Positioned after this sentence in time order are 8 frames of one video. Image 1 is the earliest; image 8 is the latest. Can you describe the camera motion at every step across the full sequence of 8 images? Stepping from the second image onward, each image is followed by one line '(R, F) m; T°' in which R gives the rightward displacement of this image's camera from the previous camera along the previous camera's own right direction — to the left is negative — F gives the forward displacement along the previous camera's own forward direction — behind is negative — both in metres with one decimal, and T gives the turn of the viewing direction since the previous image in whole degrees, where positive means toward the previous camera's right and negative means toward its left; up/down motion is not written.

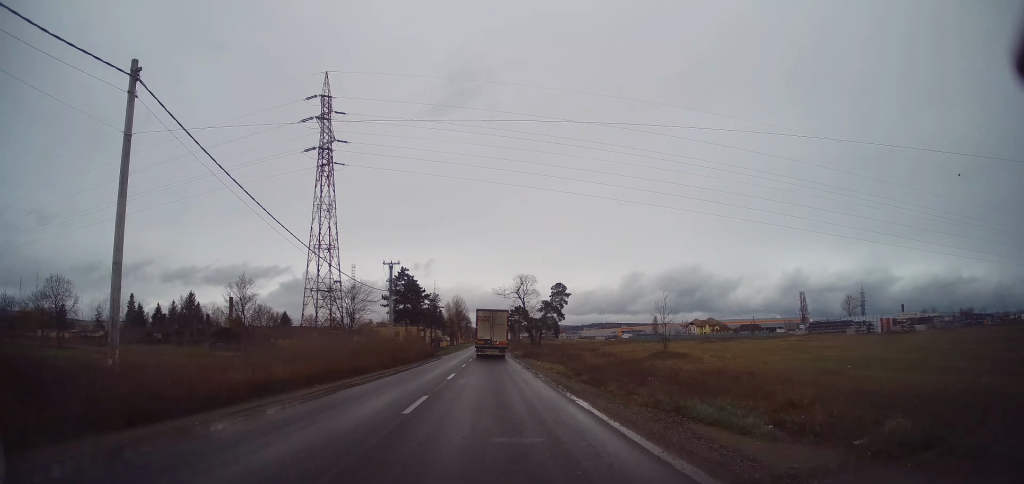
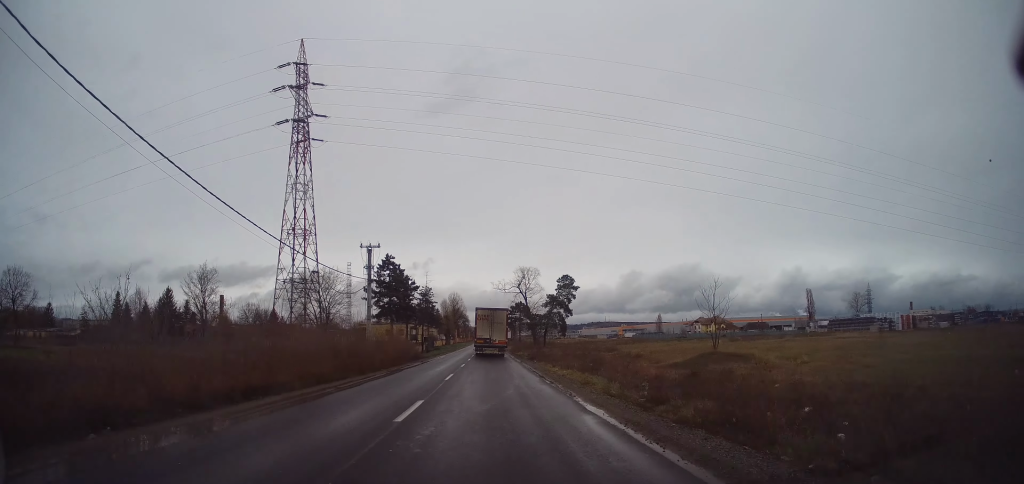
(+0.3, +9.9) m; +1°
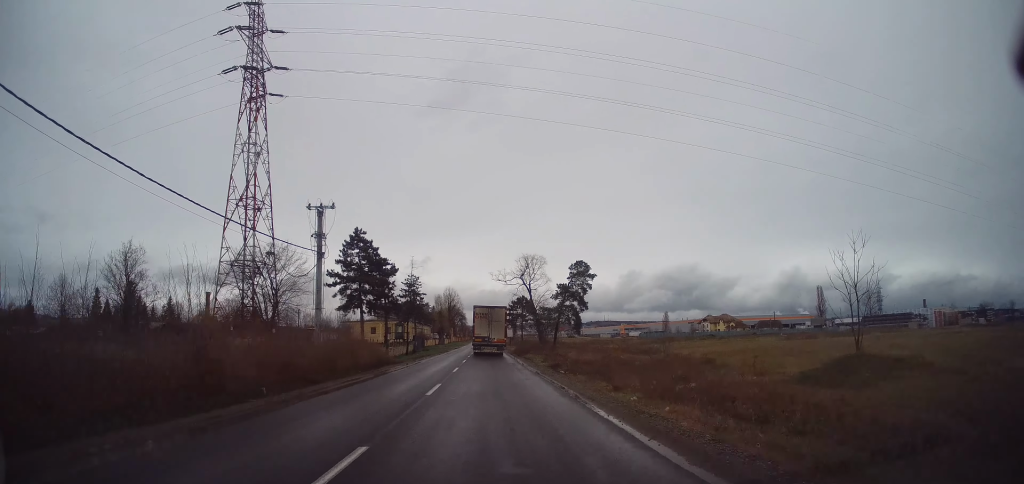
(+0.1, +14.1) m; 0°
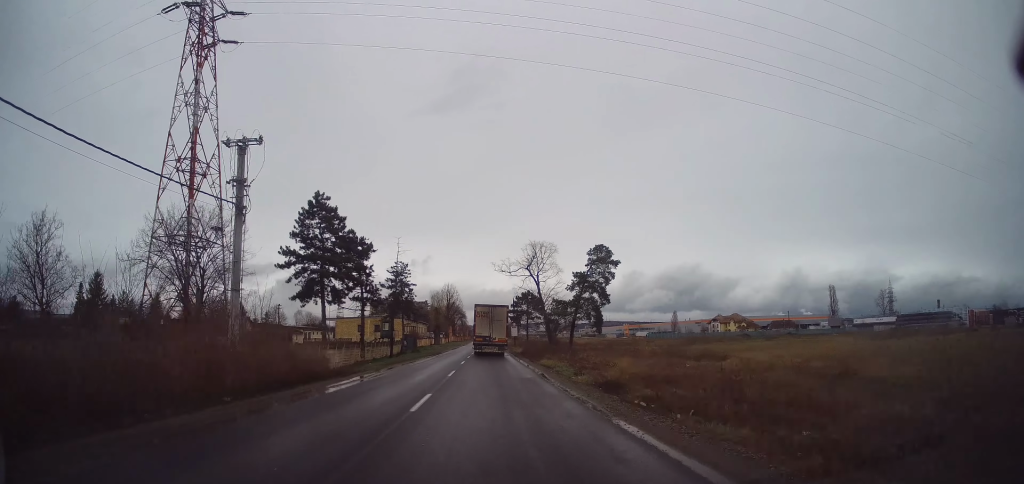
(0.0, +11.9) m; 0°
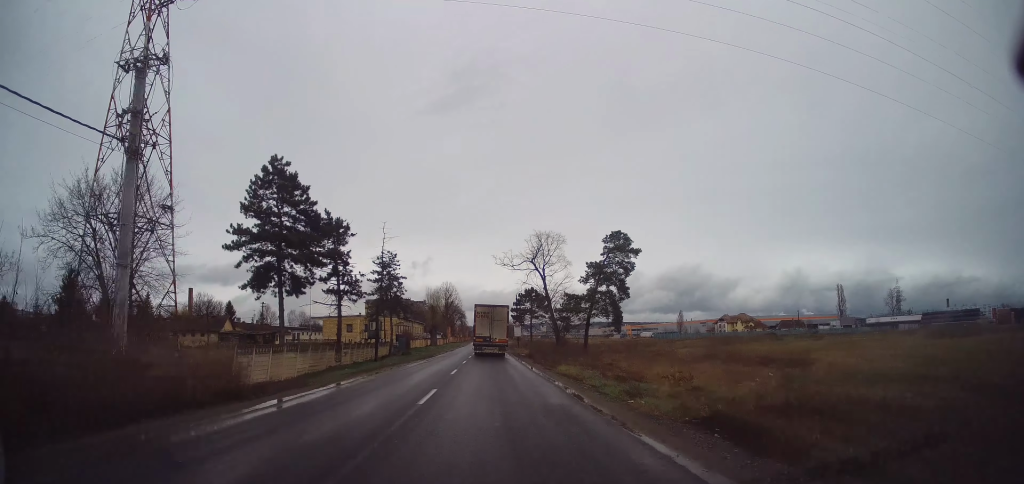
(0.0, +7.9) m; 0°
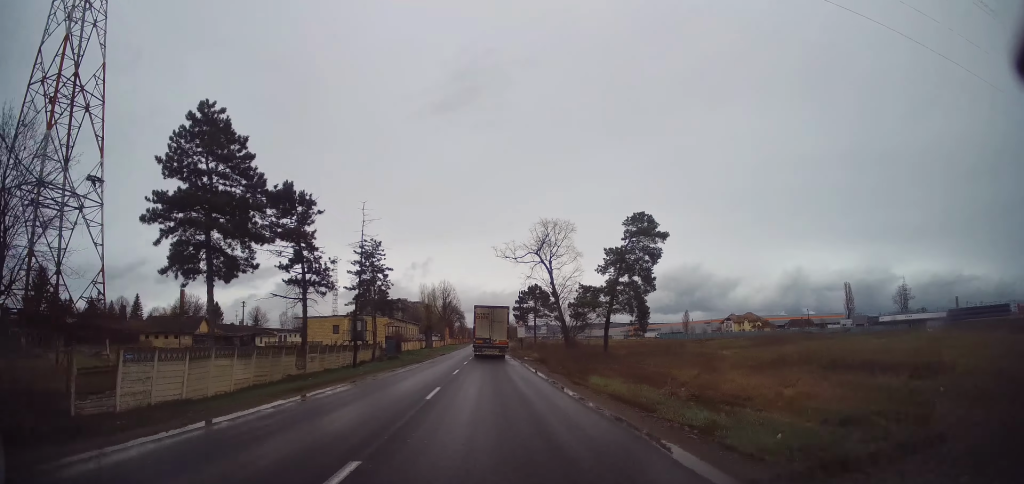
(0.0, +7.9) m; 0°
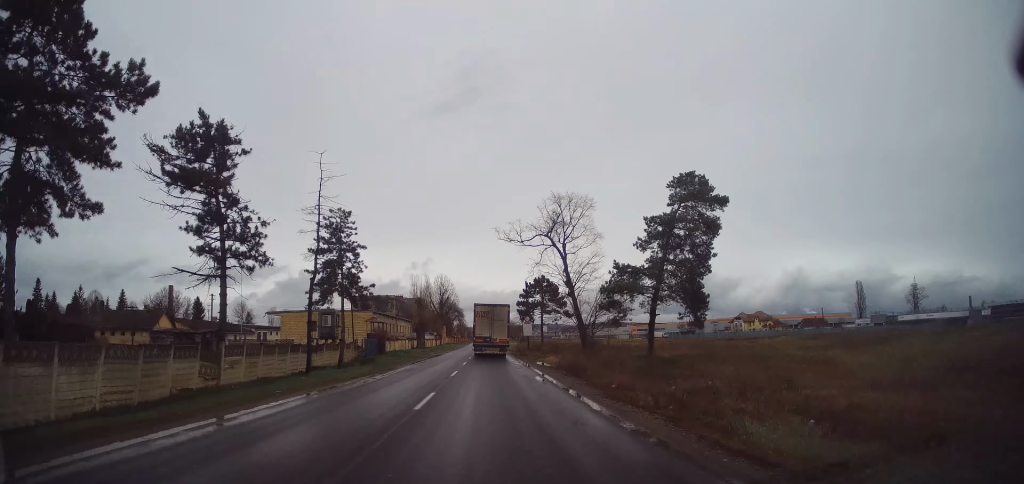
(0.0, +10.9) m; 0°
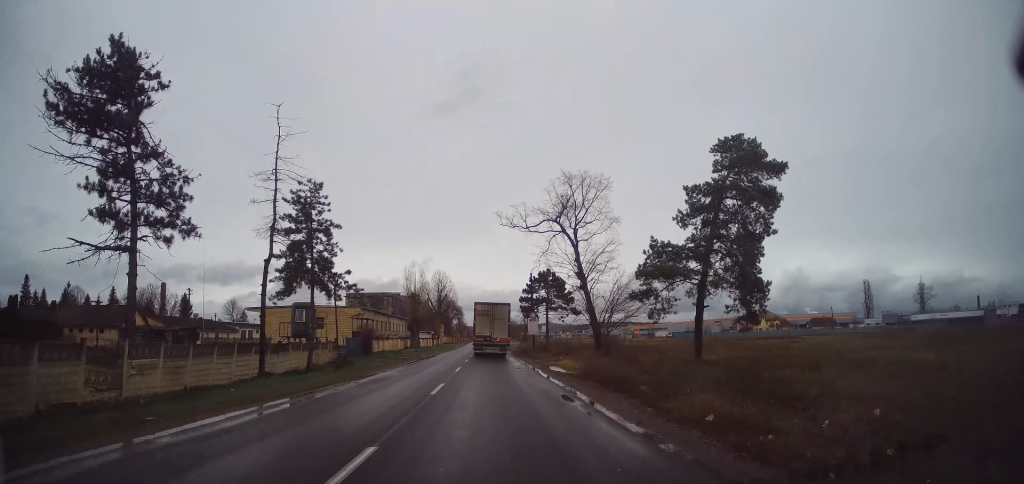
(0.0, +6.7) m; 0°
